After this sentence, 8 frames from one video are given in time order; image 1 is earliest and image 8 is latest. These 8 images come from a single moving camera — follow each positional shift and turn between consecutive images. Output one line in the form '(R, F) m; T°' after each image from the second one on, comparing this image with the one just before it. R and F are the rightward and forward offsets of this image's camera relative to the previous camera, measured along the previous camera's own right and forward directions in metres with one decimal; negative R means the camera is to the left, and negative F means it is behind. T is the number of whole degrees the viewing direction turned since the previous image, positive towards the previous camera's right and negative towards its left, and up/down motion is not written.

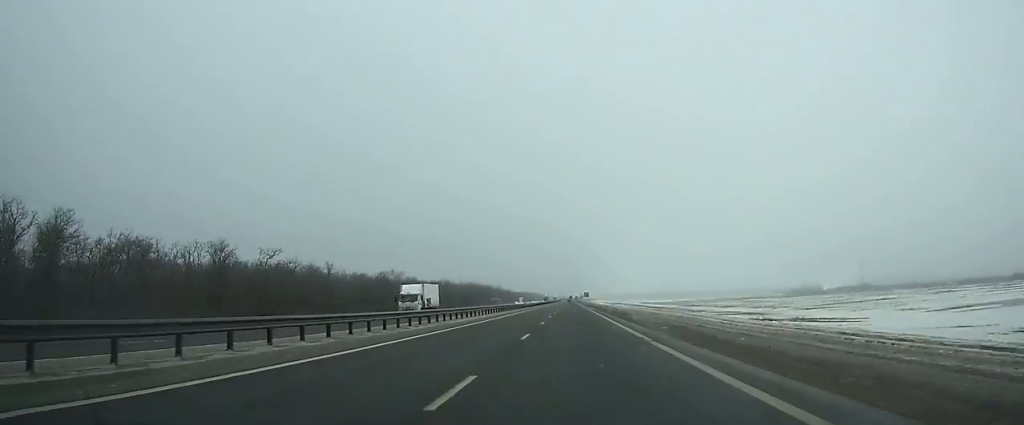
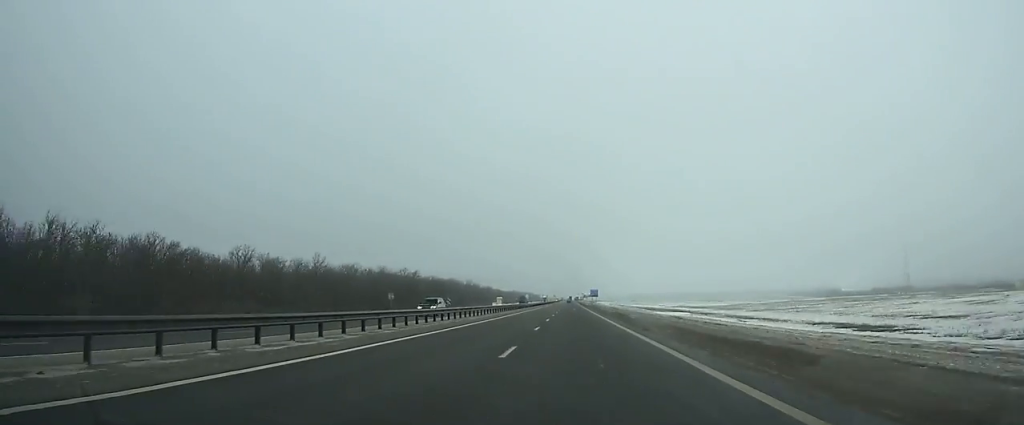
(+0.2, +122.5) m; 0°
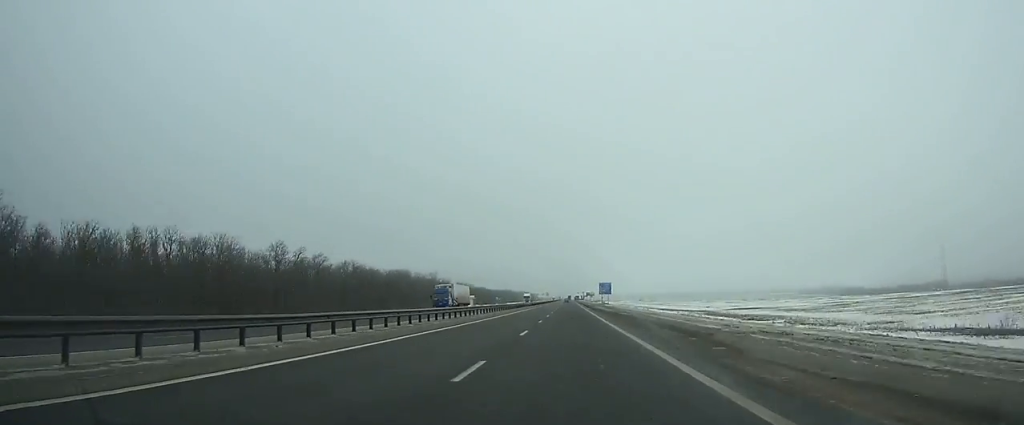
(0.0, +77.7) m; 0°
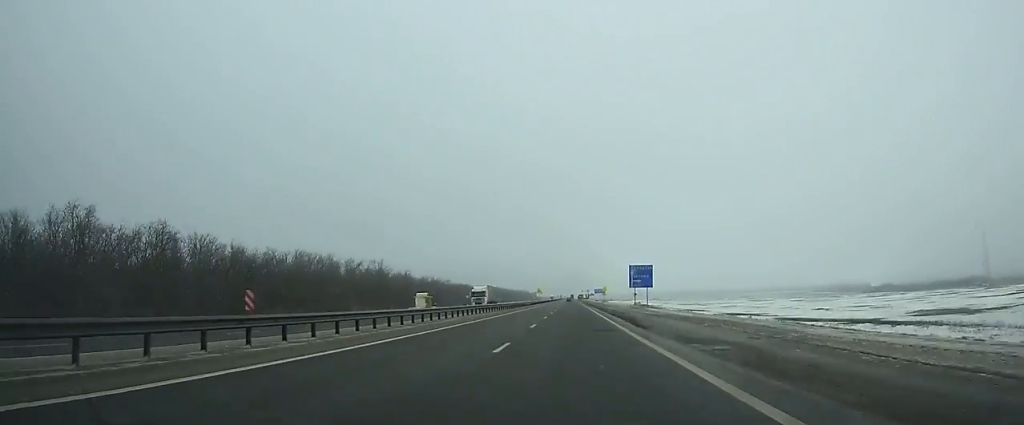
(-0.1, +66.2) m; 0°
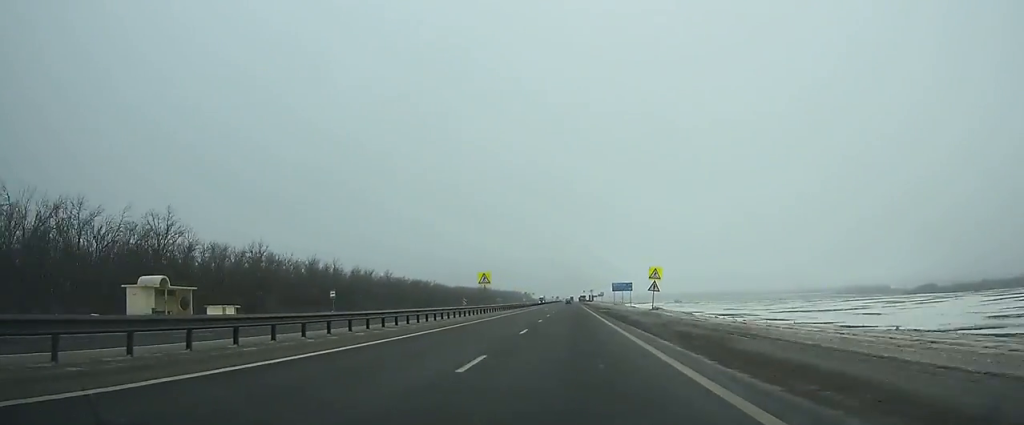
(-0.1, +87.9) m; 0°
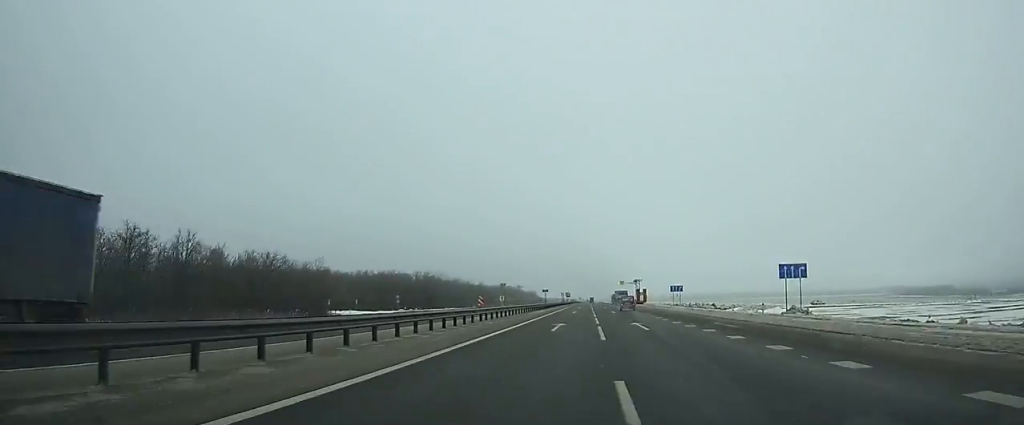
(-1.8, +170.2) m; 0°
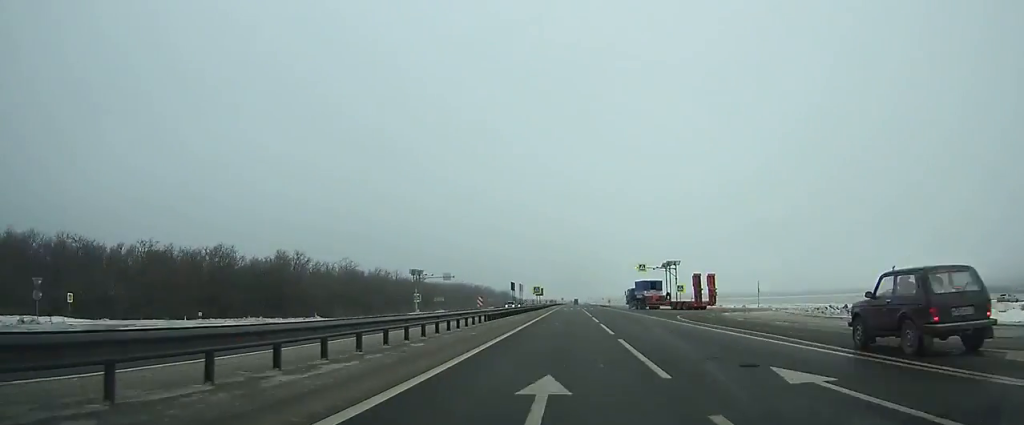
(+0.4, +74.4) m; 0°
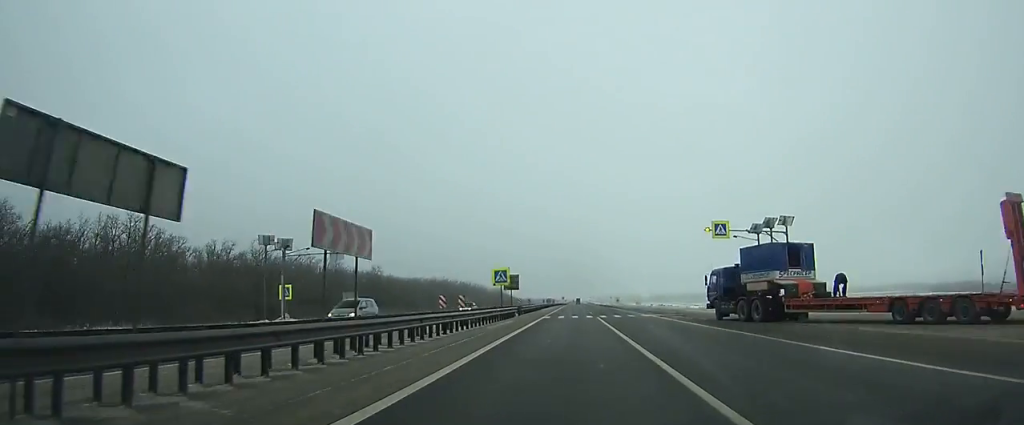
(+0.2, +40.5) m; 0°
